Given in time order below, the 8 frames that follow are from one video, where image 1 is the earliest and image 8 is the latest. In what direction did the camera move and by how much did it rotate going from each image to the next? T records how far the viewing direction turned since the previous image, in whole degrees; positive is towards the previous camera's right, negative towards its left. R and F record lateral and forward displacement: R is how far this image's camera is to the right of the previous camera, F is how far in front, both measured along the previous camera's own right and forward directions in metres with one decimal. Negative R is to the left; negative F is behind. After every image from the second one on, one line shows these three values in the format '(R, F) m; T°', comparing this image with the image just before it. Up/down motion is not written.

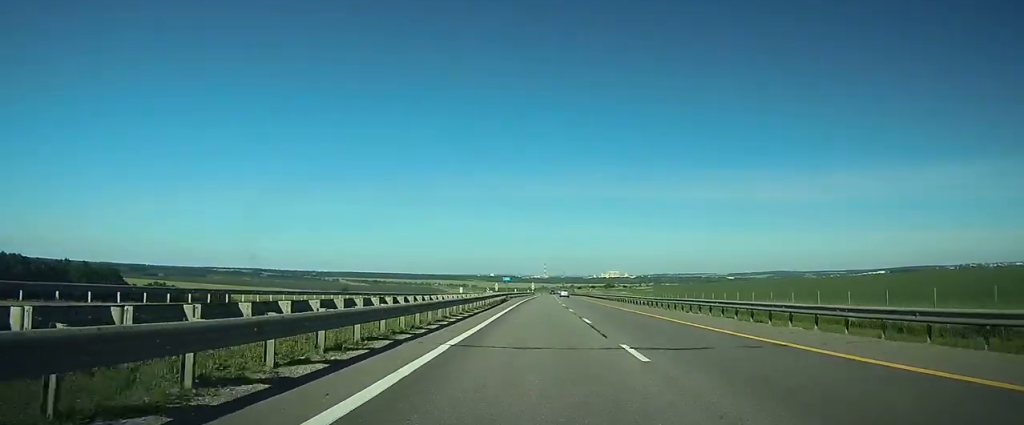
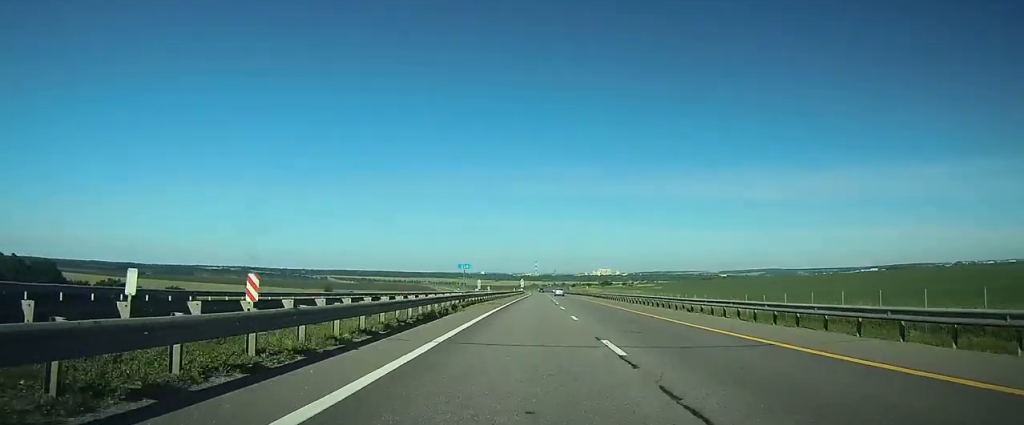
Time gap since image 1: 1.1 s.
(+0.1, +35.0) m; 0°
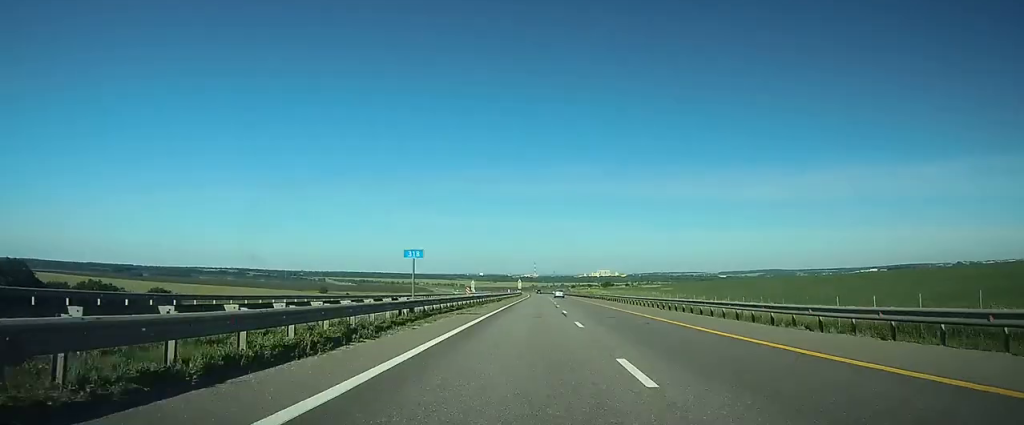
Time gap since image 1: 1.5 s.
(+0.1, +15.4) m; 0°
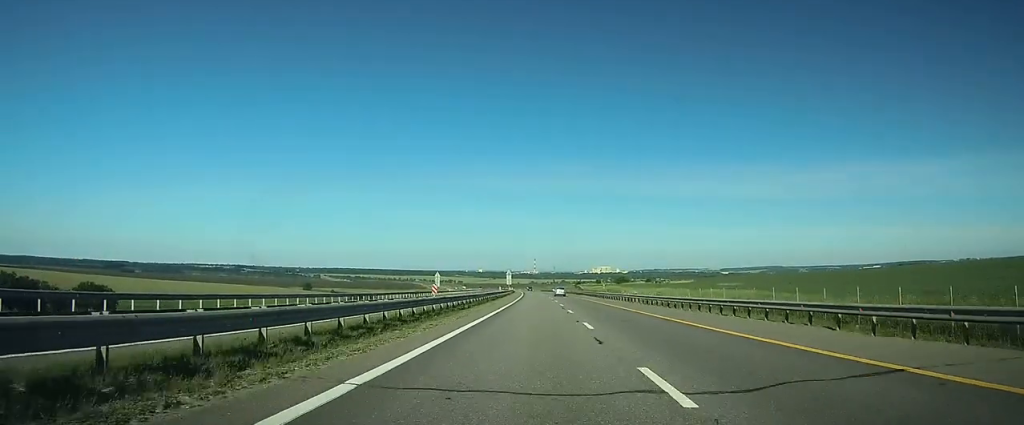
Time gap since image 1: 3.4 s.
(+0.2, +61.7) m; 0°
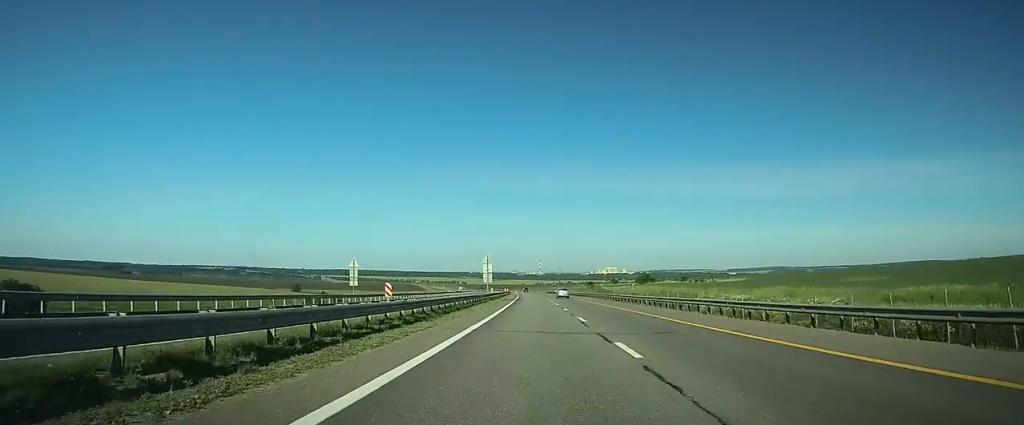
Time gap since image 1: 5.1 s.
(-0.2, +56.1) m; 0°
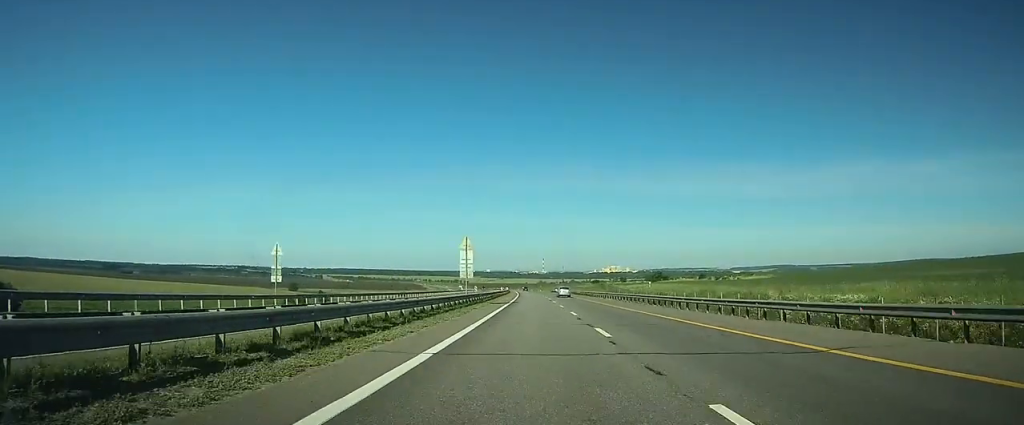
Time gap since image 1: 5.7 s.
(0.0, +19.7) m; 0°
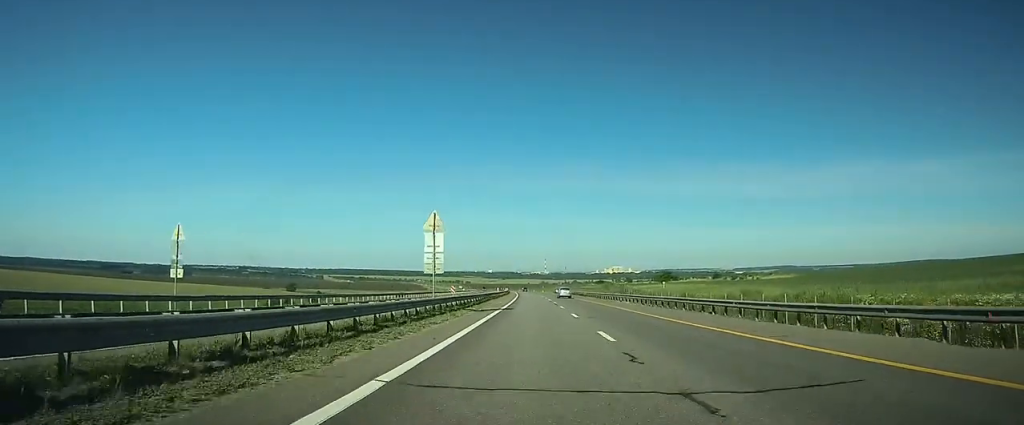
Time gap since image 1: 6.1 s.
(+0.1, +13.2) m; 0°
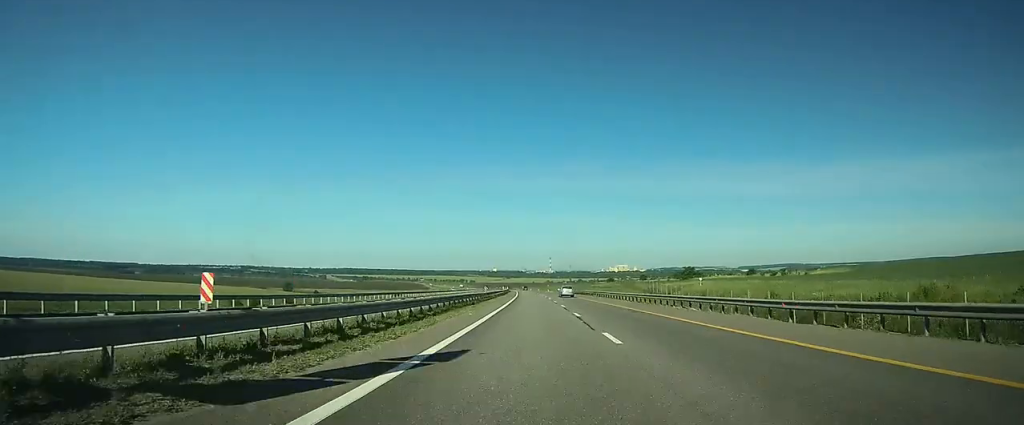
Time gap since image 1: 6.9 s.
(-0.2, +25.3) m; 0°
